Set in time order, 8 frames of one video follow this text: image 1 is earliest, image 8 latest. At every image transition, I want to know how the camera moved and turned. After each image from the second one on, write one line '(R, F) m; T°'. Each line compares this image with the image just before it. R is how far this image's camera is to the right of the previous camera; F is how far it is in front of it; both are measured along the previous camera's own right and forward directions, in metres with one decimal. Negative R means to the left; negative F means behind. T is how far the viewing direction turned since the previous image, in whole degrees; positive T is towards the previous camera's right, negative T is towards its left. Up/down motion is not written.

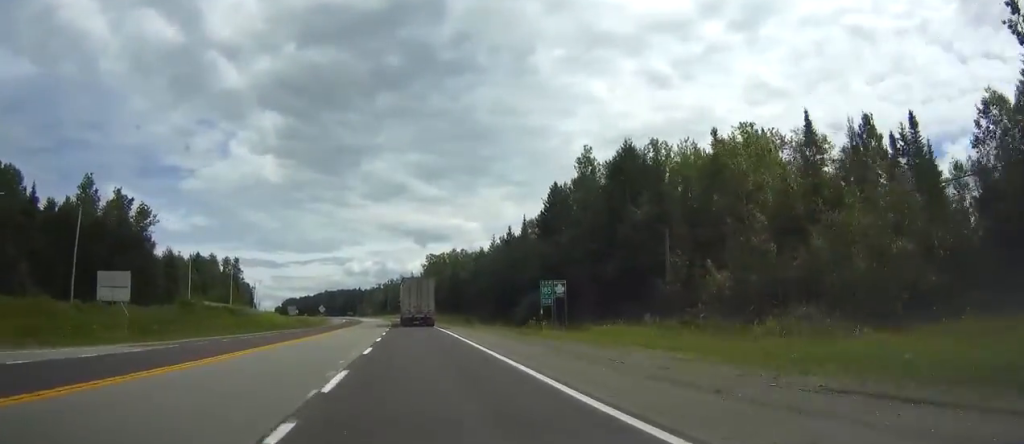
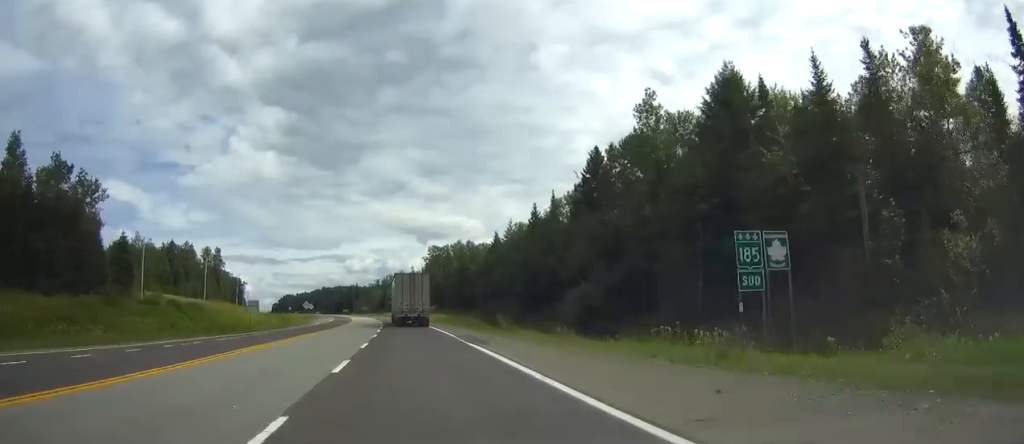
(0.0, +23.6) m; 0°
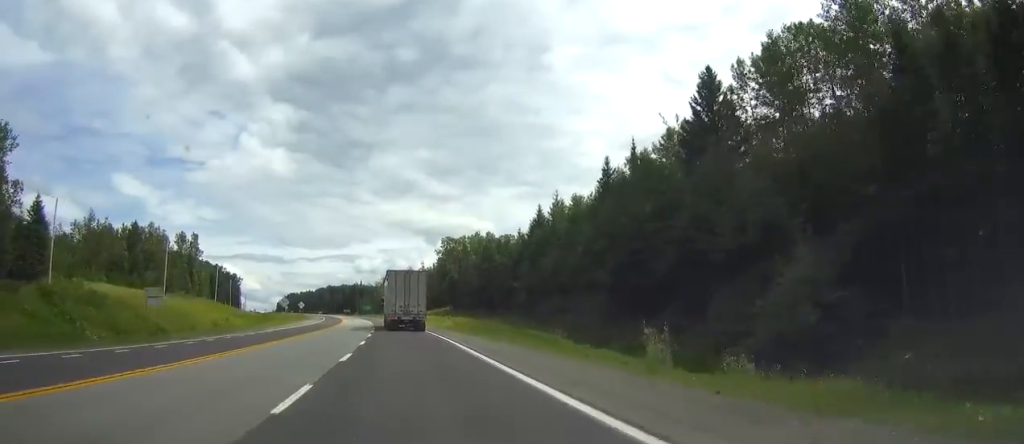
(-0.2, +32.1) m; -1°
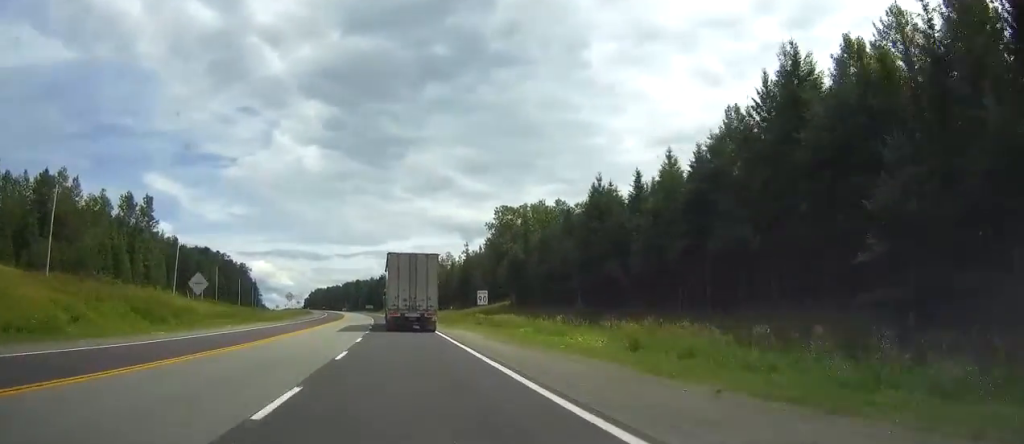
(-1.2, +54.8) m; -3°
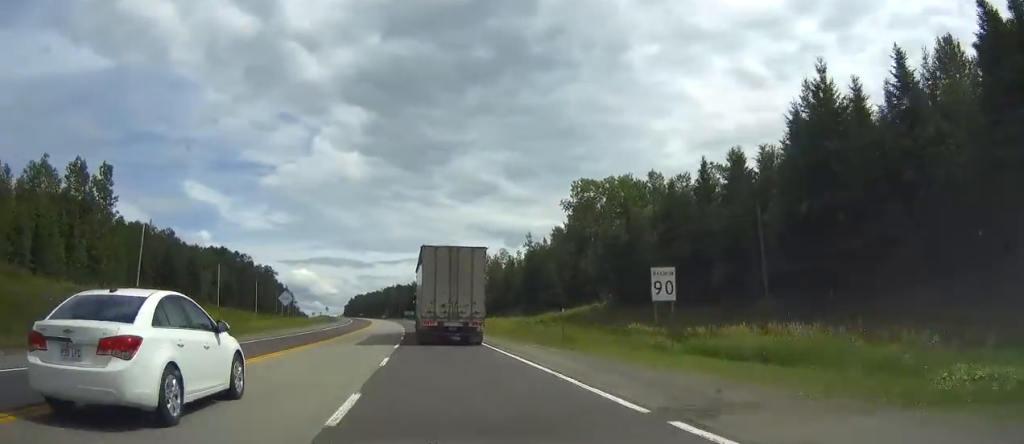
(-1.1, +35.7) m; -3°
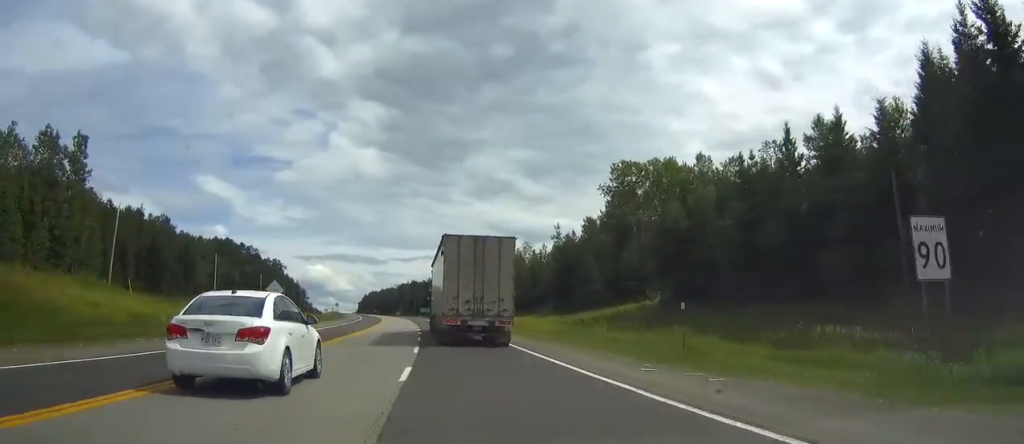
(-0.1, +13.6) m; -1°
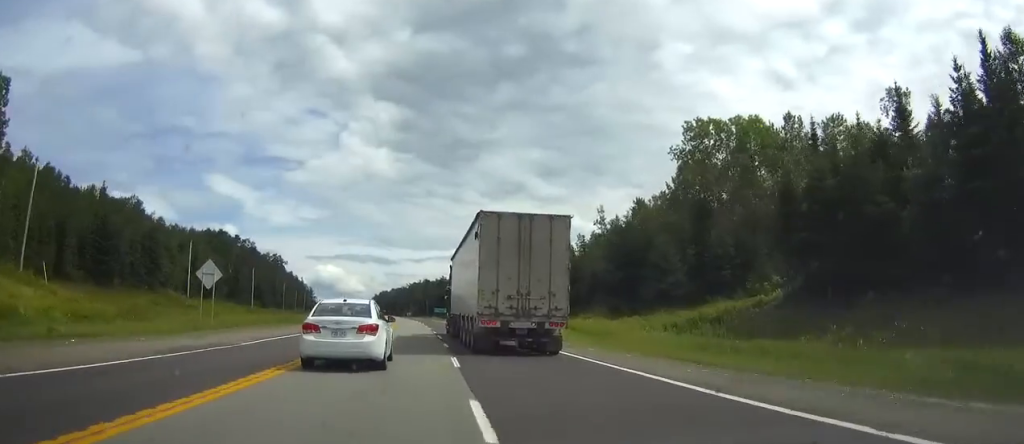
(-0.3, +23.6) m; -1°
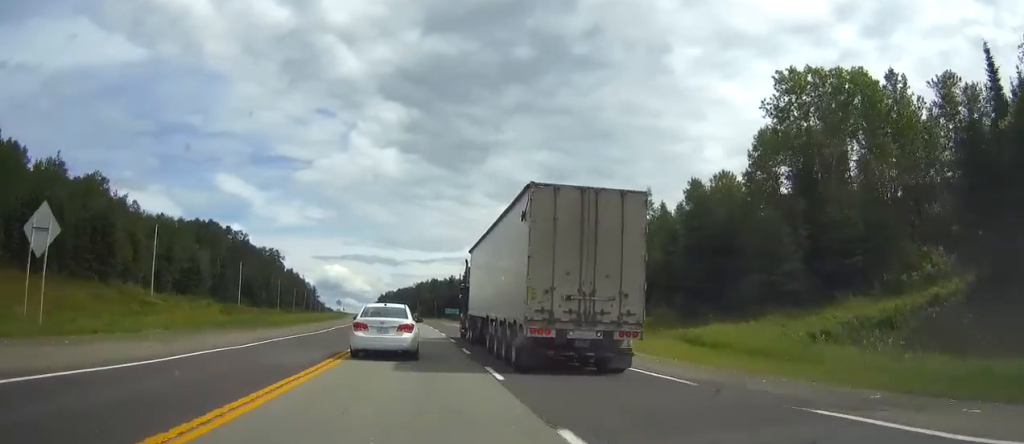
(-0.2, +19.8) m; 0°
